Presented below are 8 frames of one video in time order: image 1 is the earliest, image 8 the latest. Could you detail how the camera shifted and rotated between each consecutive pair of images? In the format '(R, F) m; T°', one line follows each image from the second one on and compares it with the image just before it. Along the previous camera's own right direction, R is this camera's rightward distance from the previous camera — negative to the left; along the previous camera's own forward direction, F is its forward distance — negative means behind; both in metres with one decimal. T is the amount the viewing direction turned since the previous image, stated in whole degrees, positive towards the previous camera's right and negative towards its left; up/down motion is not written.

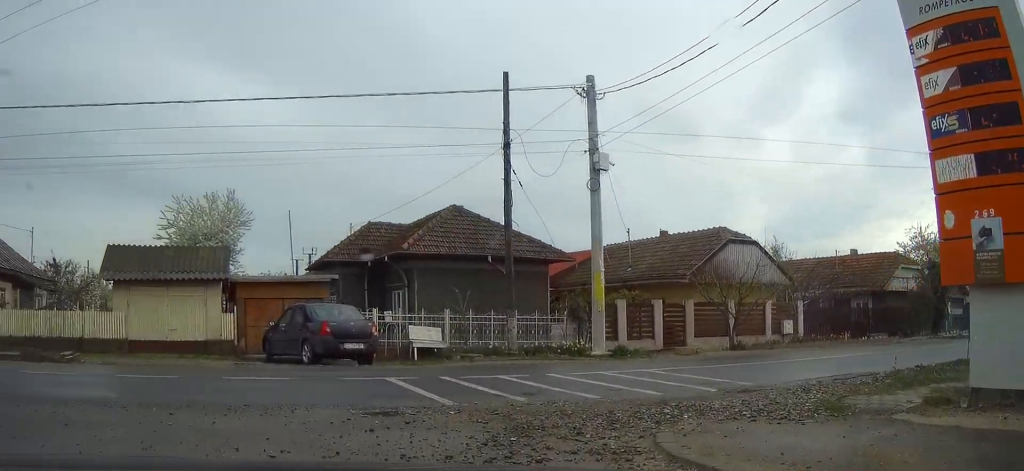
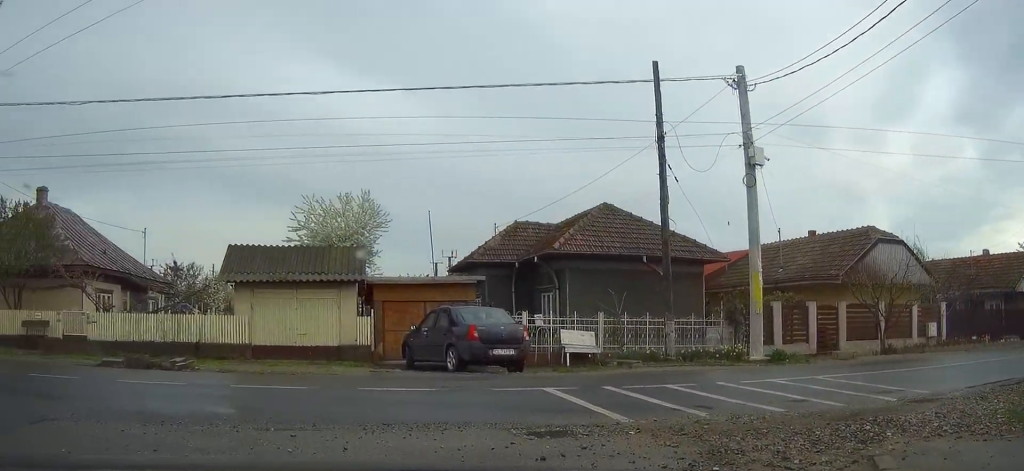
(-0.1, +0.9) m; -2°
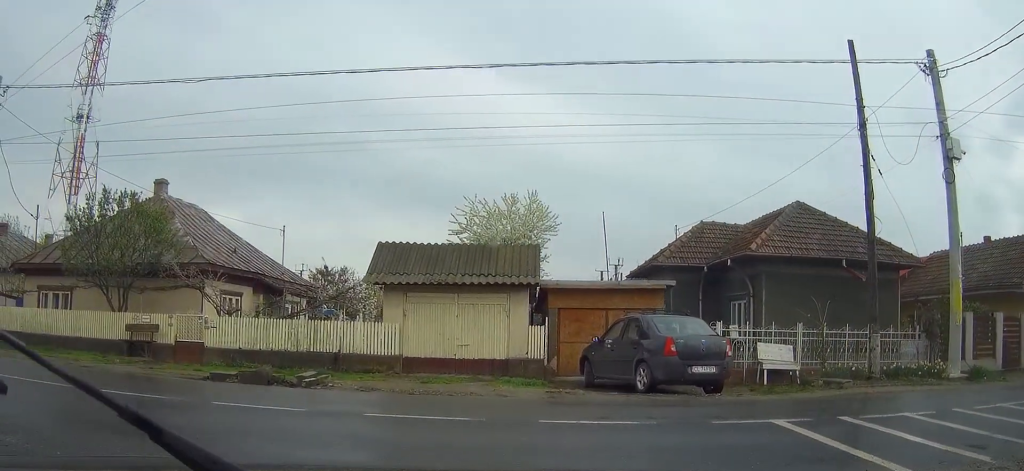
(-0.1, +2.3) m; 0°
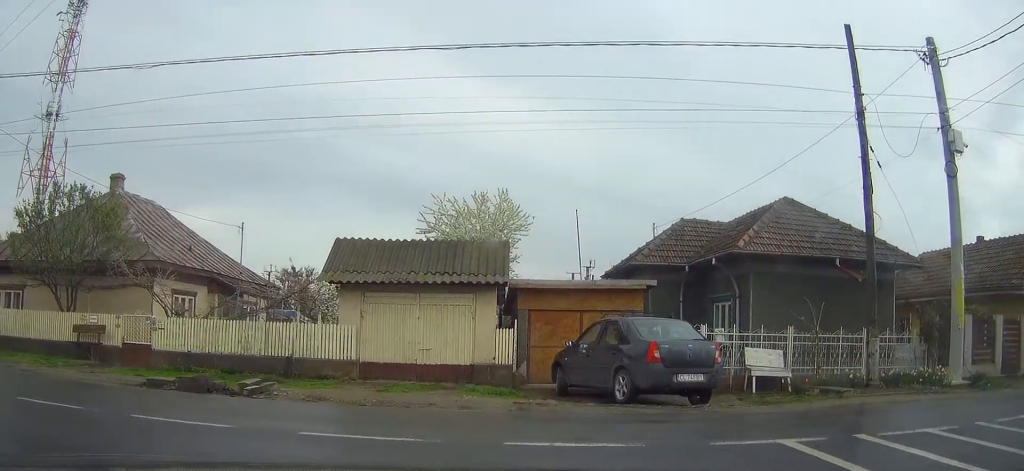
(+0.1, +1.3) m; +3°
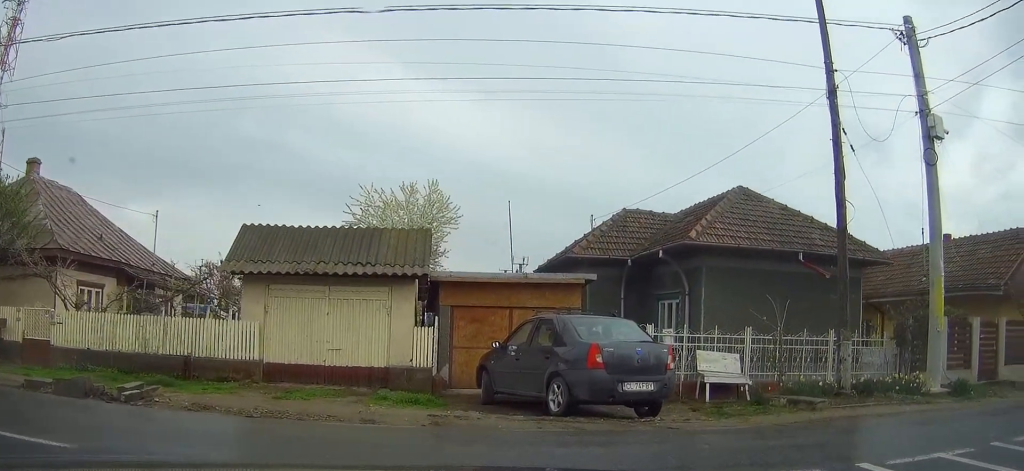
(0.0, +2.1) m; +6°
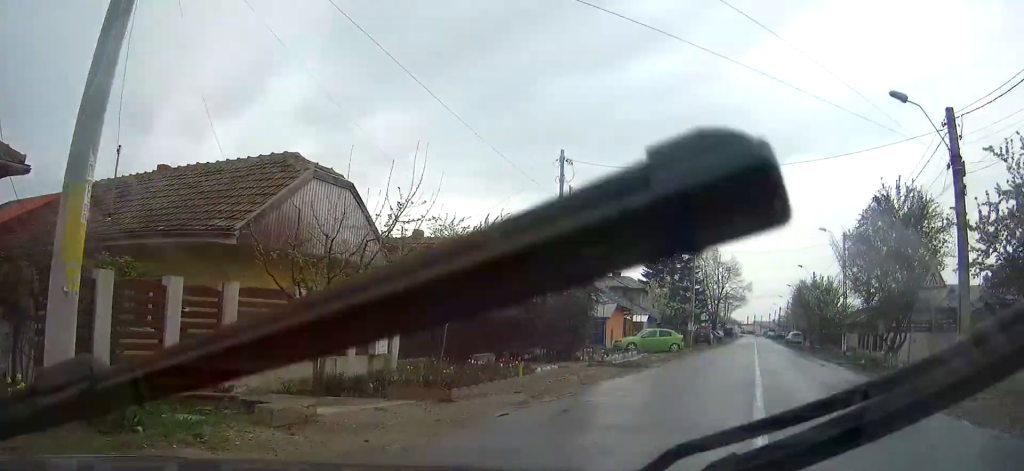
(+4.2, +7.5) m; +58°
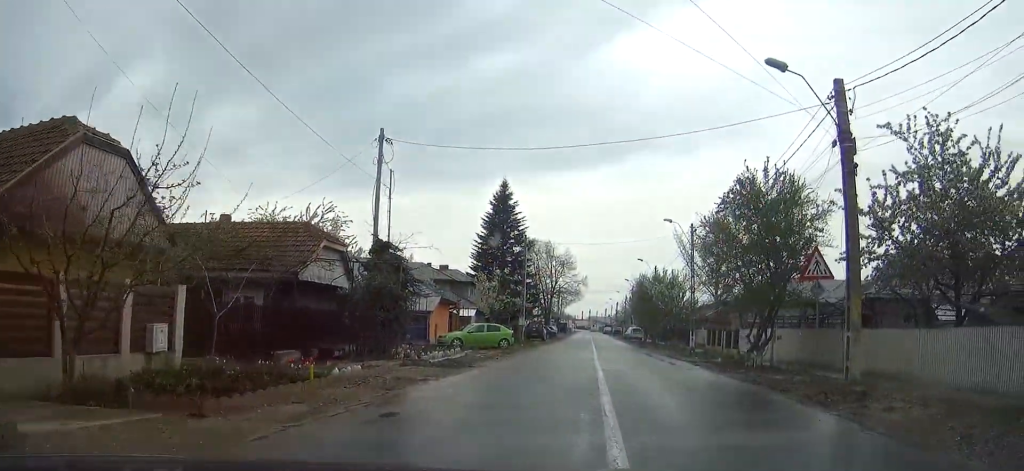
(+0.3, +2.6) m; +8°
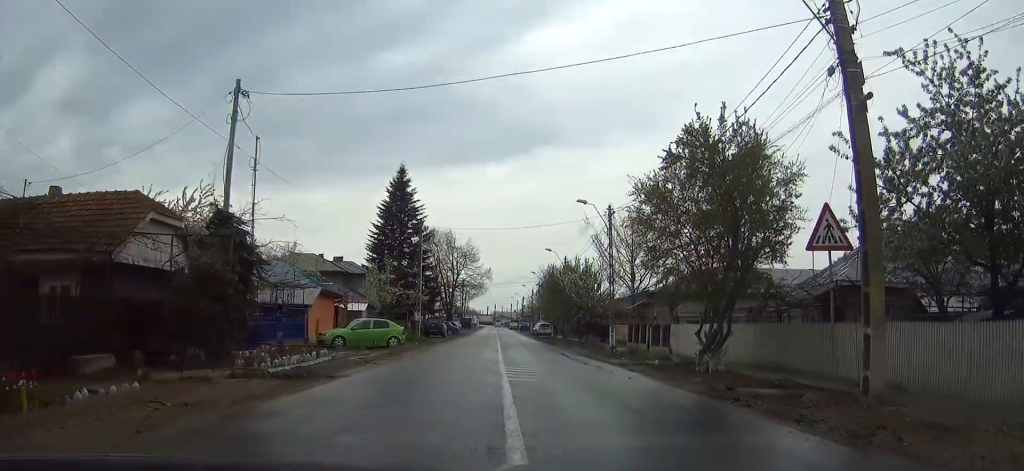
(+0.6, +5.6) m; +8°
